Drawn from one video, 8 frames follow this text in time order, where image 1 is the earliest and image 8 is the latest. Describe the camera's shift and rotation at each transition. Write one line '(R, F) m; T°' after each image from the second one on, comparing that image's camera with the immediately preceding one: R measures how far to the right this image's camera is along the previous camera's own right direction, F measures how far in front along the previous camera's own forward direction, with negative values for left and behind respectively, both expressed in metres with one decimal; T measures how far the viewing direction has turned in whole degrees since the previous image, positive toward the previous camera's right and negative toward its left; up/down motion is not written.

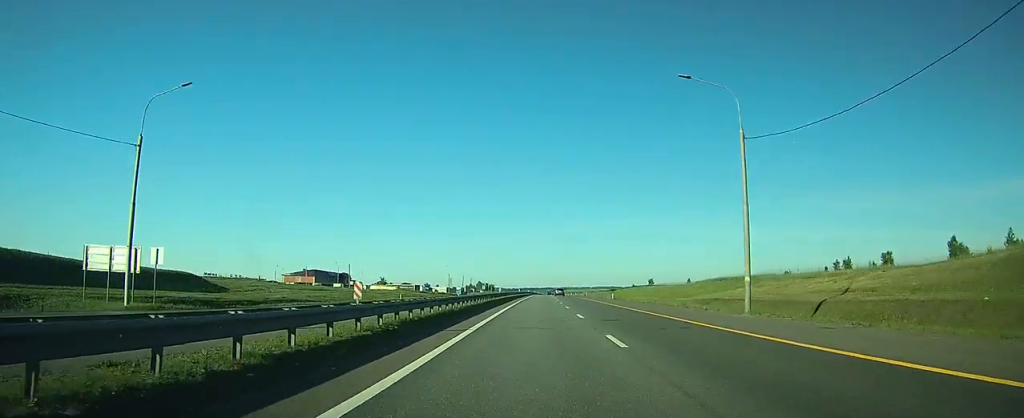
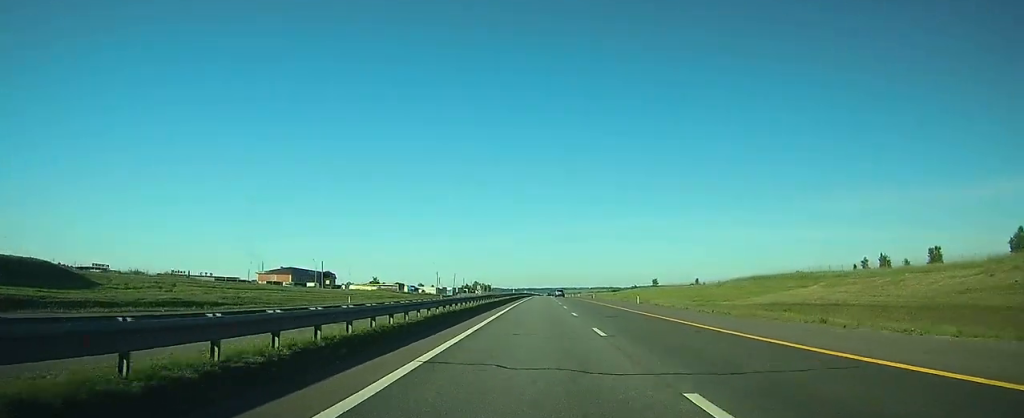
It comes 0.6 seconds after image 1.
(0.0, +20.5) m; 0°
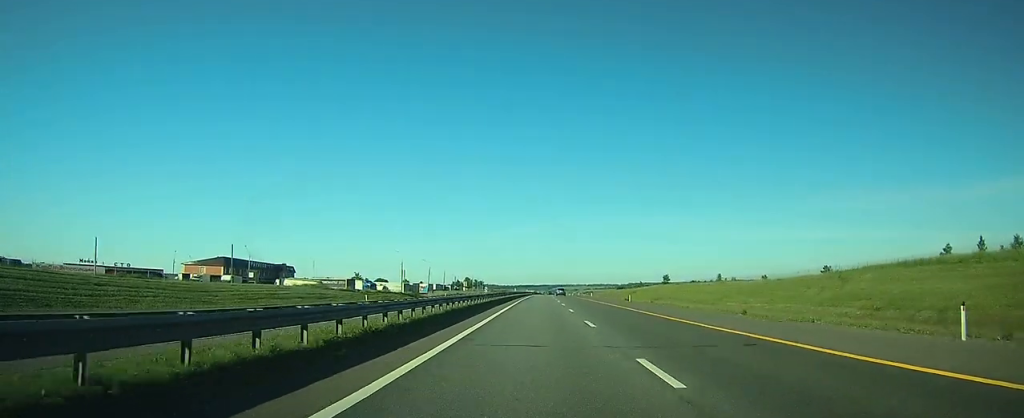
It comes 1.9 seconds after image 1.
(+0.1, +44.5) m; 0°
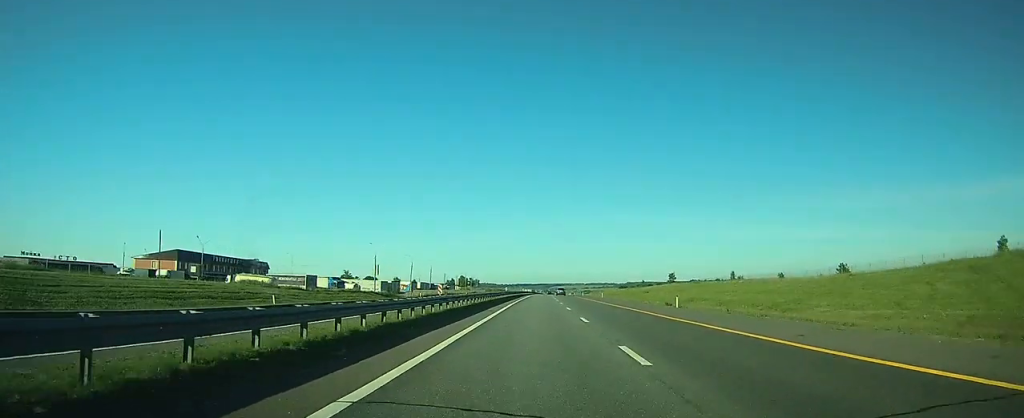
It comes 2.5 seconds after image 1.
(0.0, +21.8) m; 0°
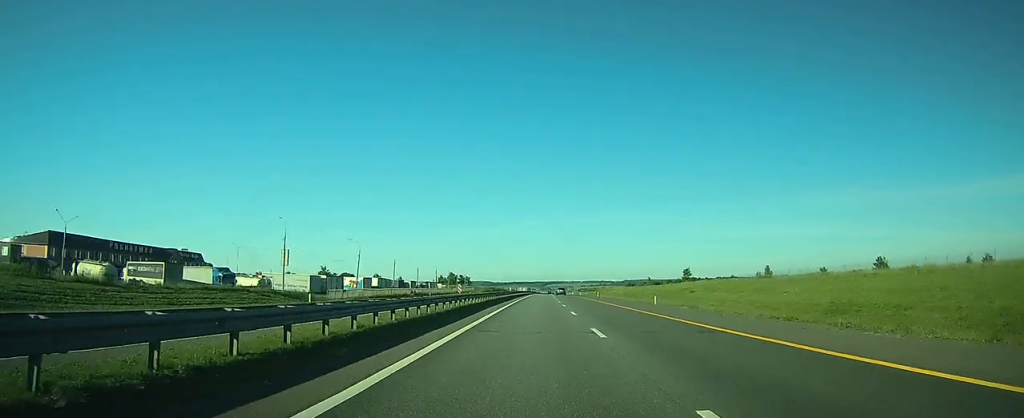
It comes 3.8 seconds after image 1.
(+0.4, +42.5) m; +1°
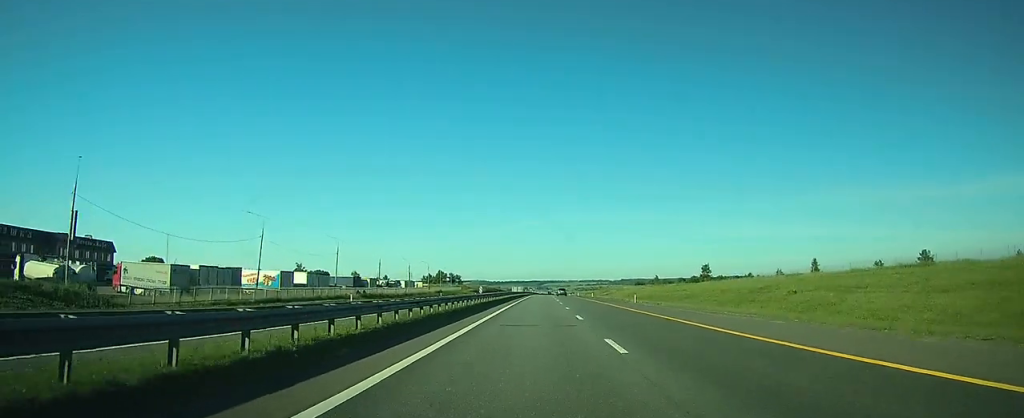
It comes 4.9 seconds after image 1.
(+0.2, +39.2) m; 0°
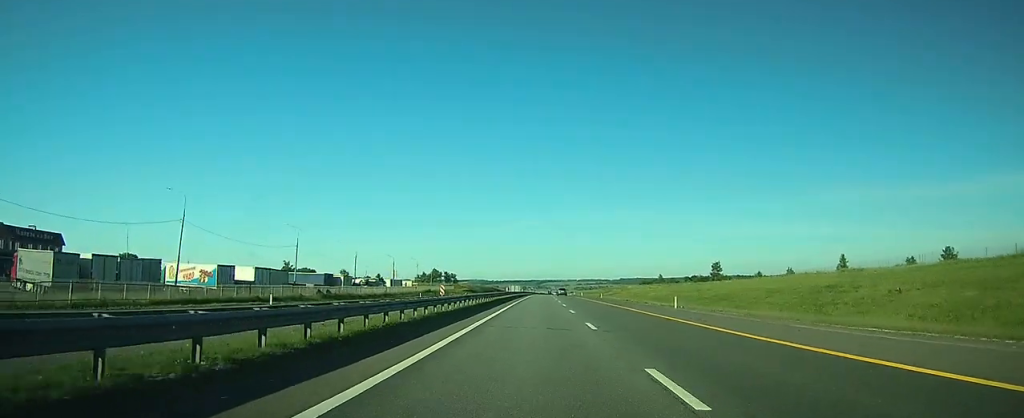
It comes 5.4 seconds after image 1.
(0.0, +17.3) m; 0°
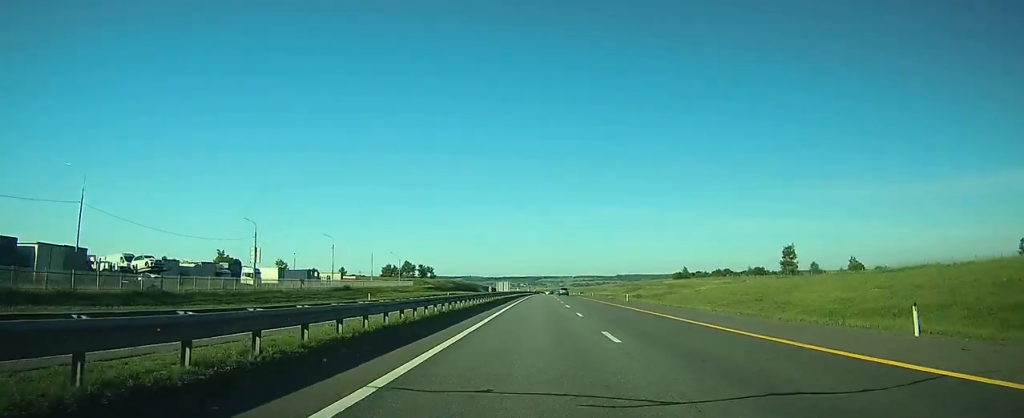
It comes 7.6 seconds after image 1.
(+0.2, +75.6) m; +1°
